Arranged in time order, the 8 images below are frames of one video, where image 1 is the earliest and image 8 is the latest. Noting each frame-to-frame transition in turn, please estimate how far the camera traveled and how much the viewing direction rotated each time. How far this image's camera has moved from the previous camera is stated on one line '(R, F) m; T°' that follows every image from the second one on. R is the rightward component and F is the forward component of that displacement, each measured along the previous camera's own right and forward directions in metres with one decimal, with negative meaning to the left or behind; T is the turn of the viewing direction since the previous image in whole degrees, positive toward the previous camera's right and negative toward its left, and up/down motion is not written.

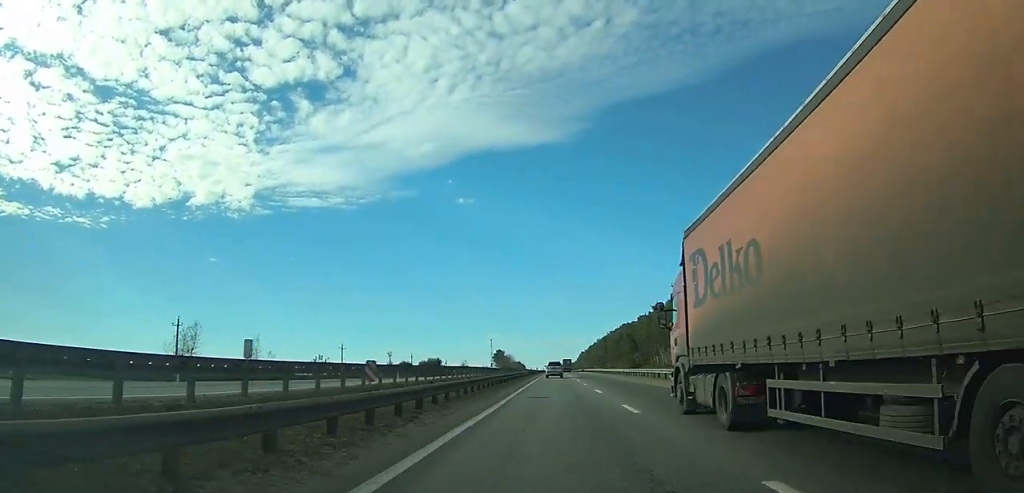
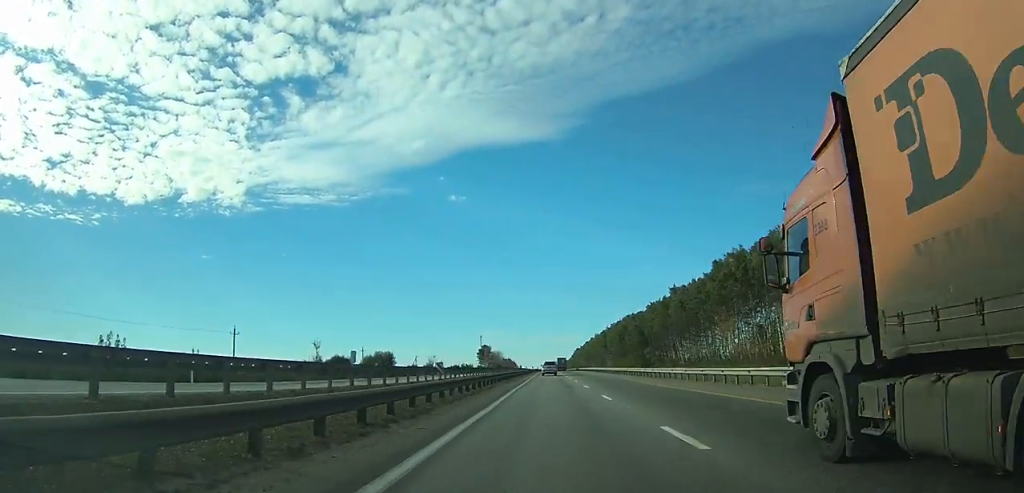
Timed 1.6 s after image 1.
(+0.3, +41.1) m; +1°
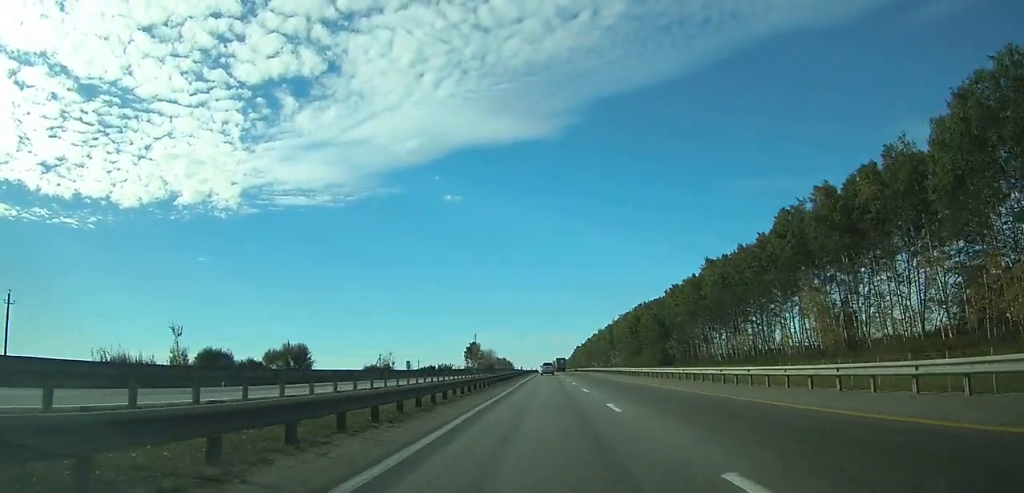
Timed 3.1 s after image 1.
(+0.2, +38.9) m; +1°
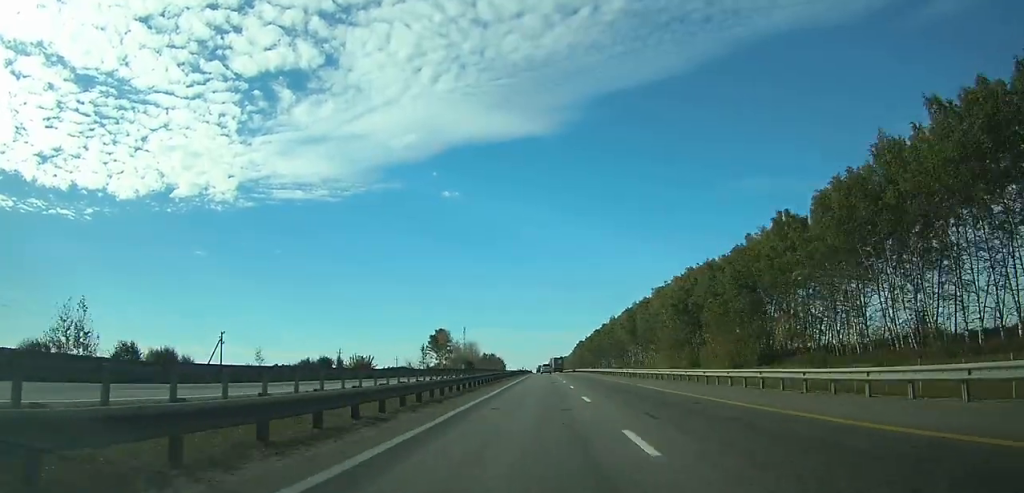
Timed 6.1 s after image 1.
(+0.6, +74.0) m; +1°
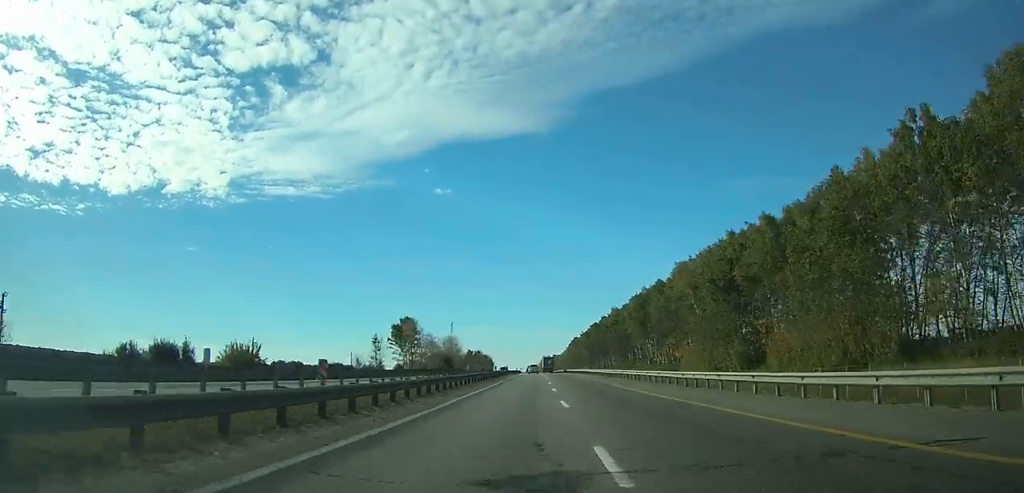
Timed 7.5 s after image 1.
(+0.2, +36.9) m; 0°
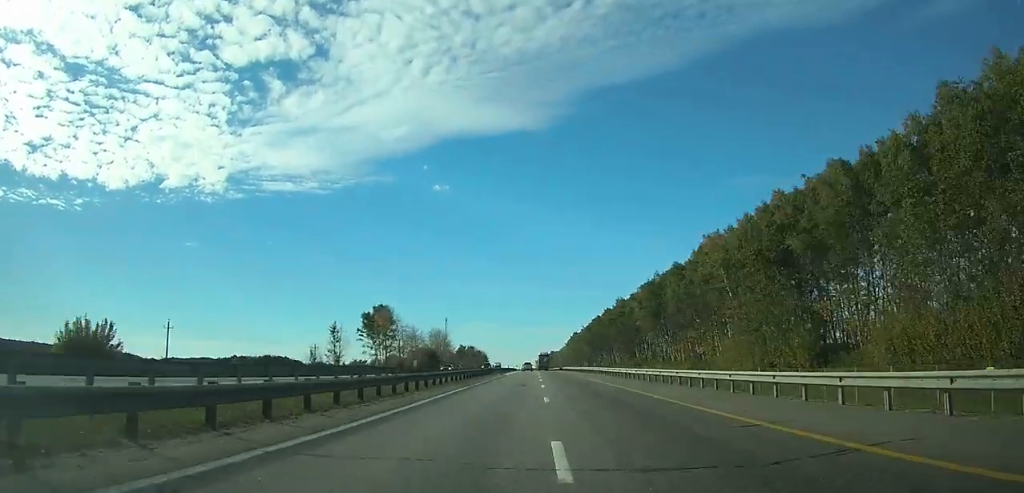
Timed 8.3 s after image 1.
(0.0, +23.8) m; 0°
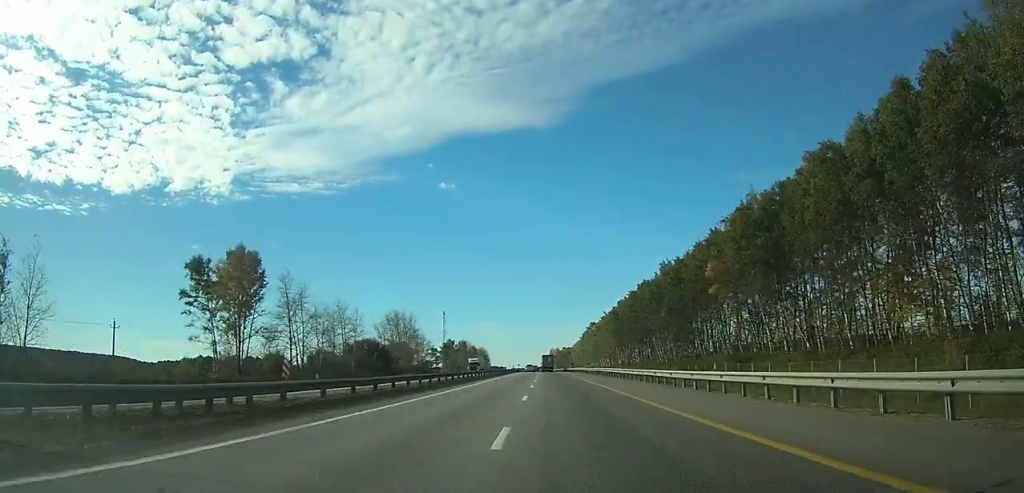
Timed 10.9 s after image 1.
(-1.2, +78.8) m; -5°
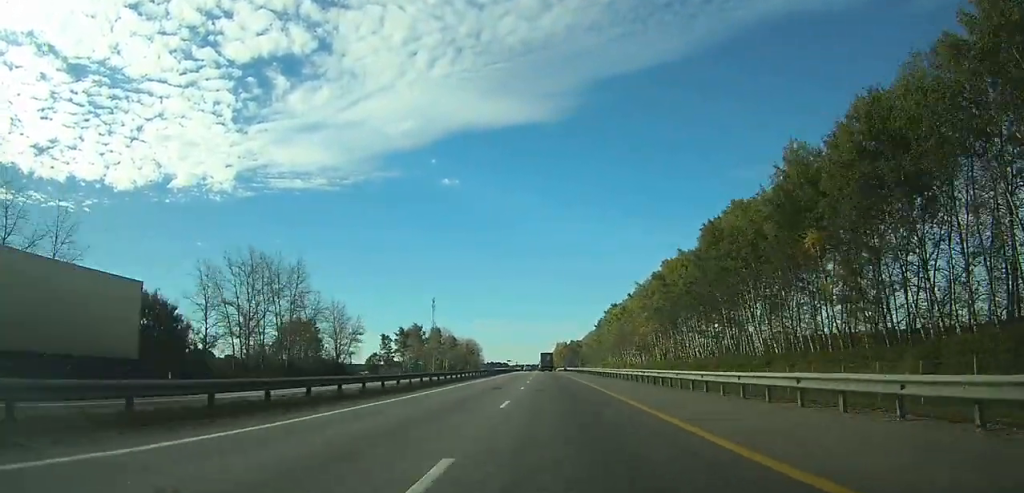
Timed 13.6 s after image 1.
(-9.0, +88.0) m; 0°
